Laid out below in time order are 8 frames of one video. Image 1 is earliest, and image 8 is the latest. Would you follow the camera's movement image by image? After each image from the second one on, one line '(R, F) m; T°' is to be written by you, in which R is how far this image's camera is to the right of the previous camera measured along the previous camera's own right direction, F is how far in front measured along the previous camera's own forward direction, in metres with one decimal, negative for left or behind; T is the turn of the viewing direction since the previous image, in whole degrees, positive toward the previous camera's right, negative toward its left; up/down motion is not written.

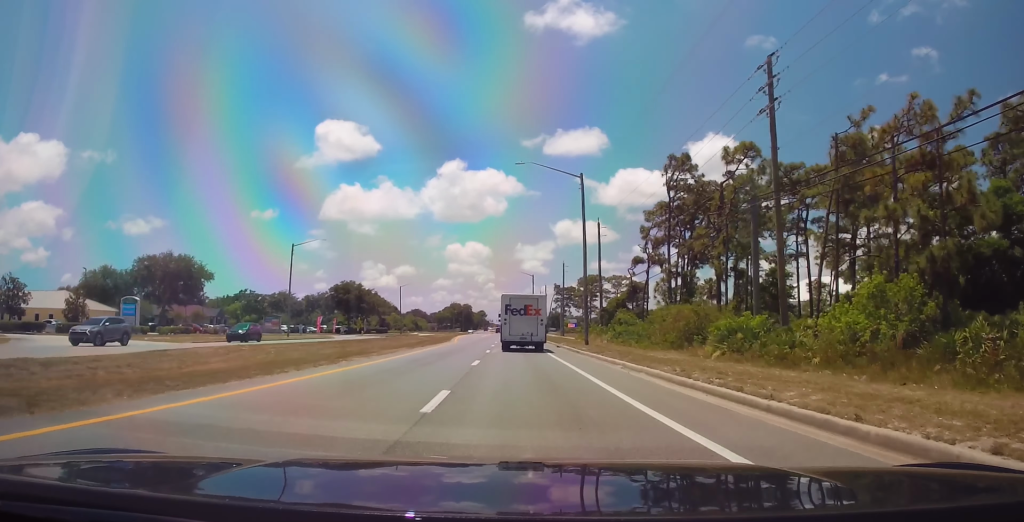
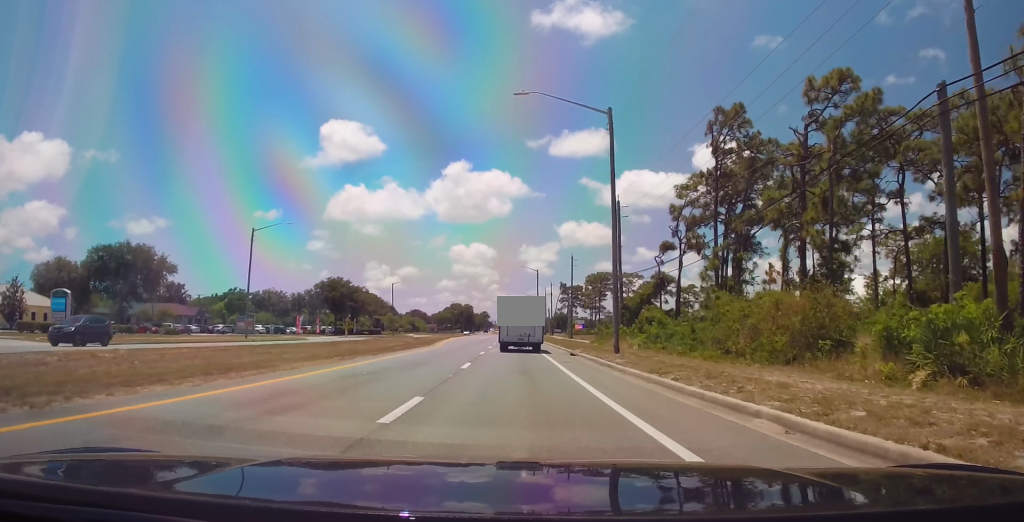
(0.0, +12.8) m; -2°
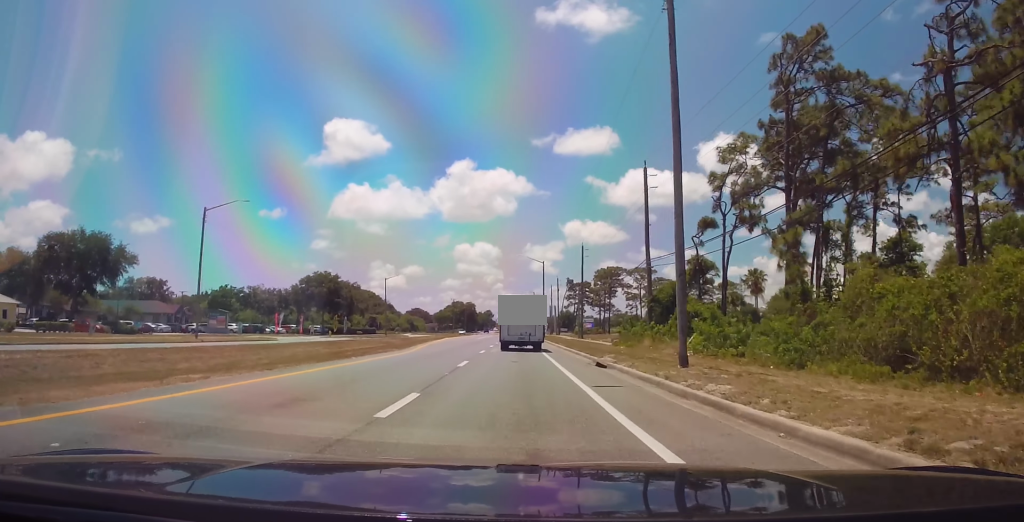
(-0.3, +11.3) m; -1°
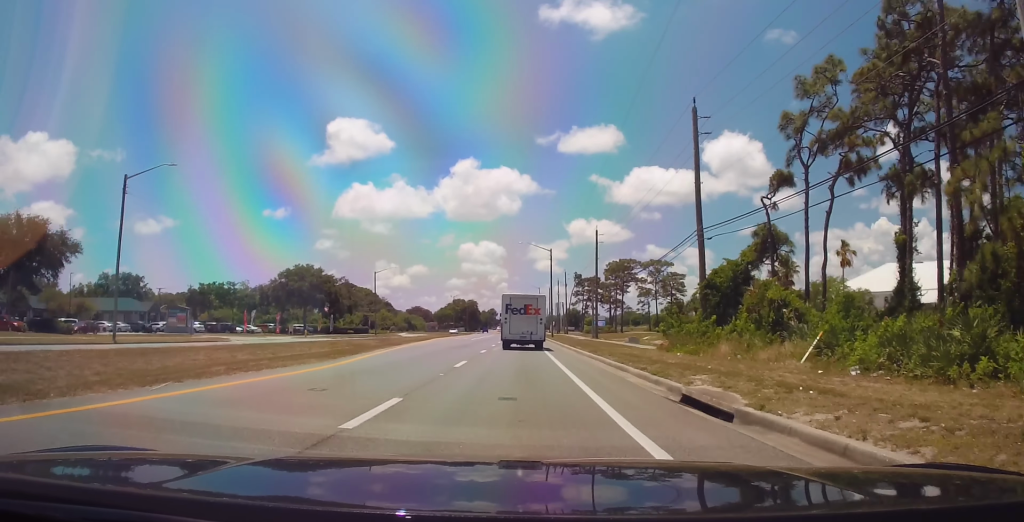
(-0.2, +13.0) m; 0°
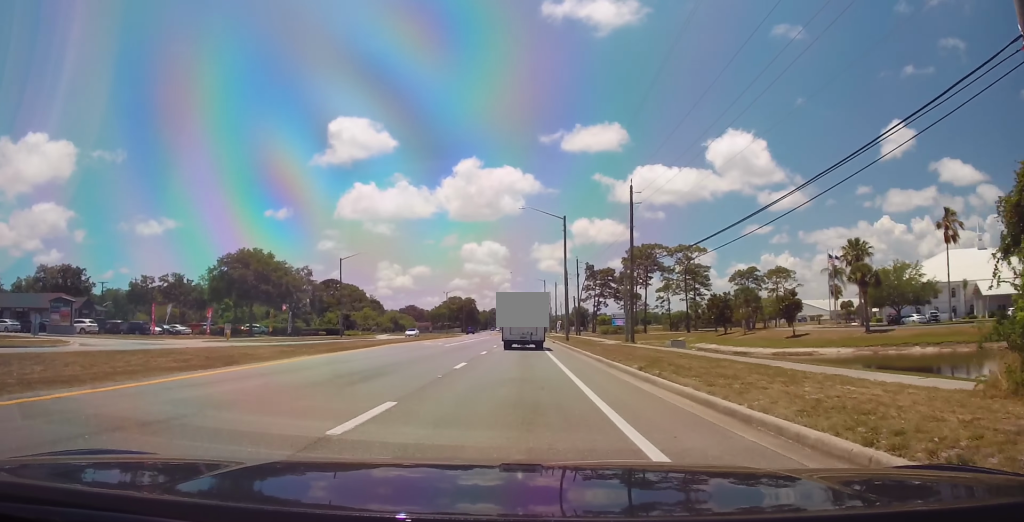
(+0.6, +24.5) m; +1°
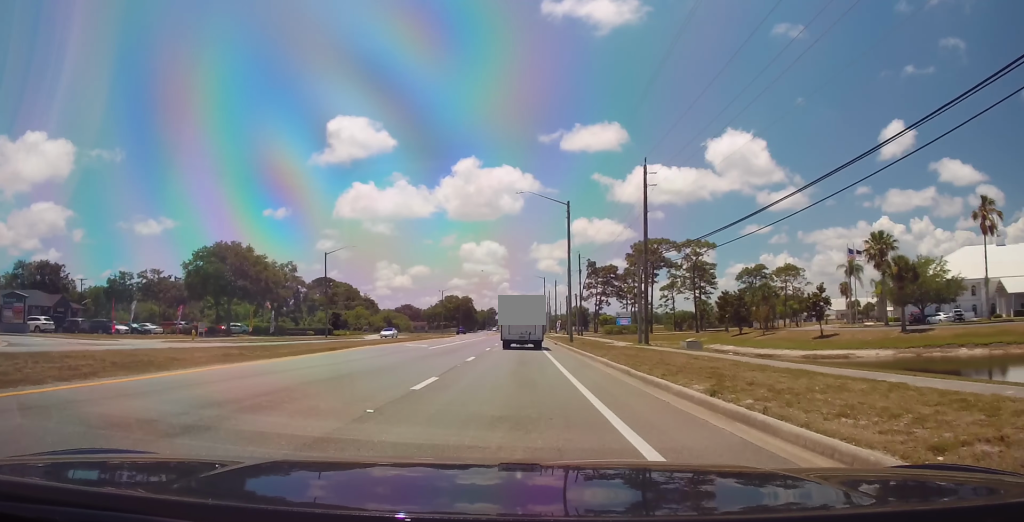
(-0.2, +6.9) m; -1°
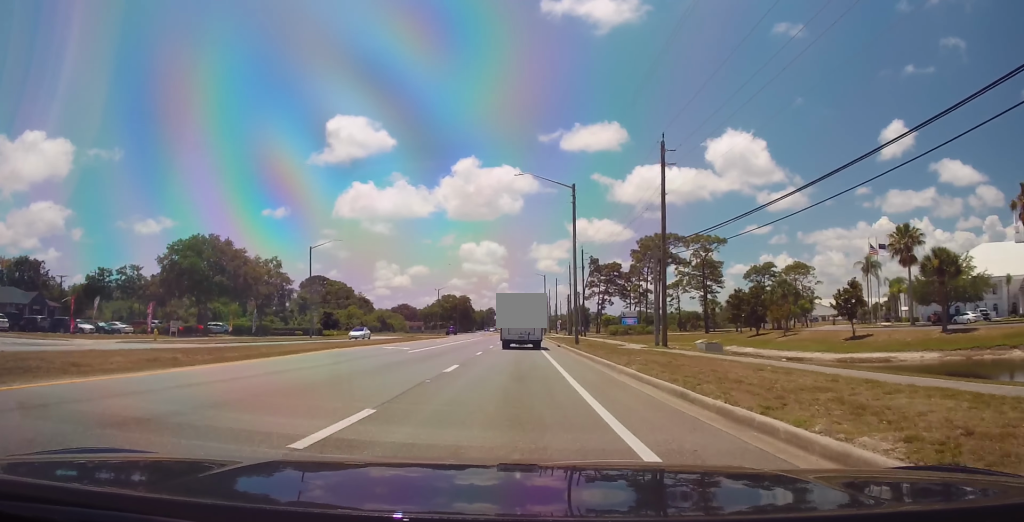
(-0.1, +6.4) m; -1°
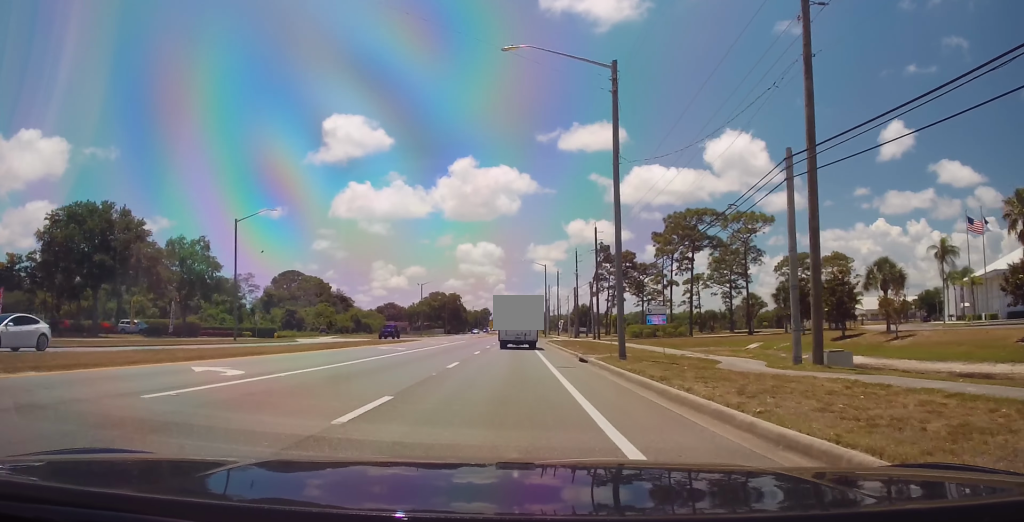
(0.0, +22.4) m; 0°
